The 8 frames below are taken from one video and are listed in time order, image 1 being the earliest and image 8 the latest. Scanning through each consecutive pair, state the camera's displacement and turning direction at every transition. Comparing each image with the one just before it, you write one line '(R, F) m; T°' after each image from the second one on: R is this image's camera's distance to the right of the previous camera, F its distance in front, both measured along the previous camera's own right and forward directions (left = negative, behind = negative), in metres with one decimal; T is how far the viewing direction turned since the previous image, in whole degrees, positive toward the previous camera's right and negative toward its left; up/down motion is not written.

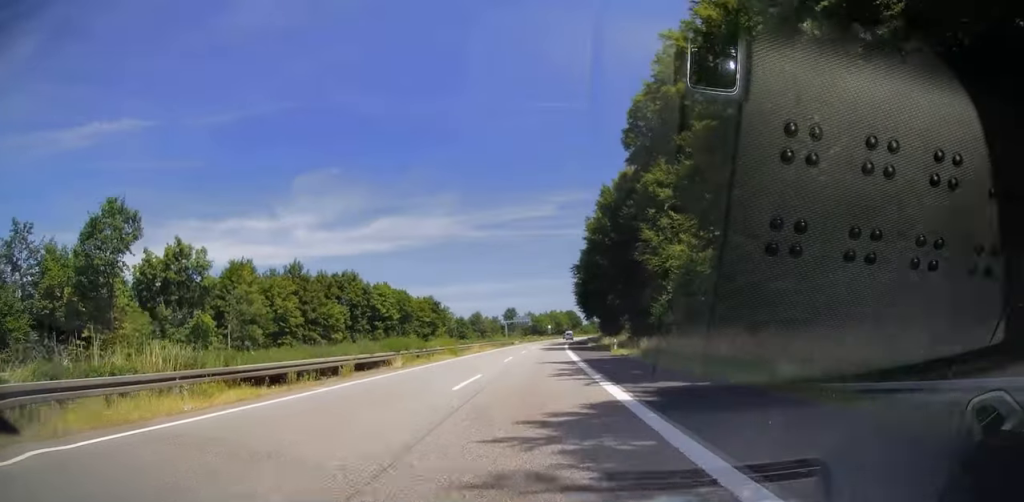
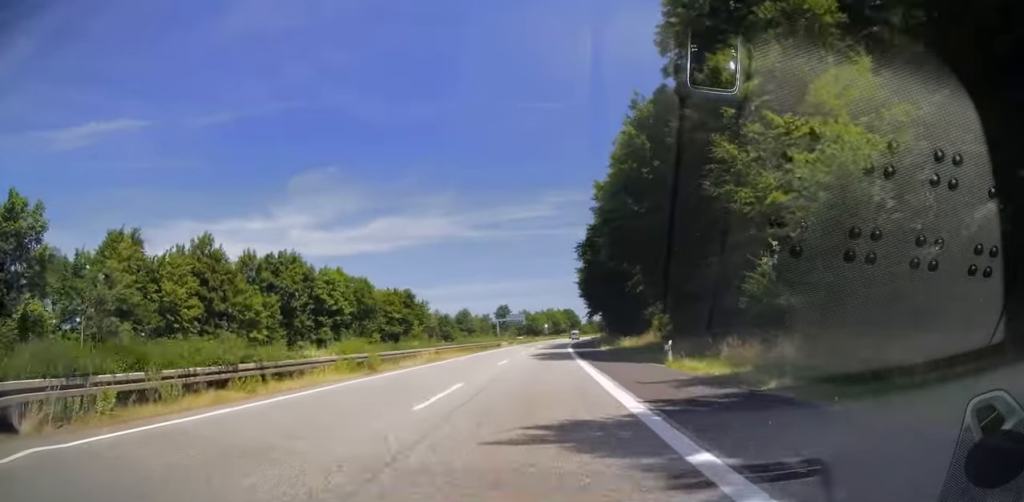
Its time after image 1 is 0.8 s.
(0.0, +22.7) m; +1°
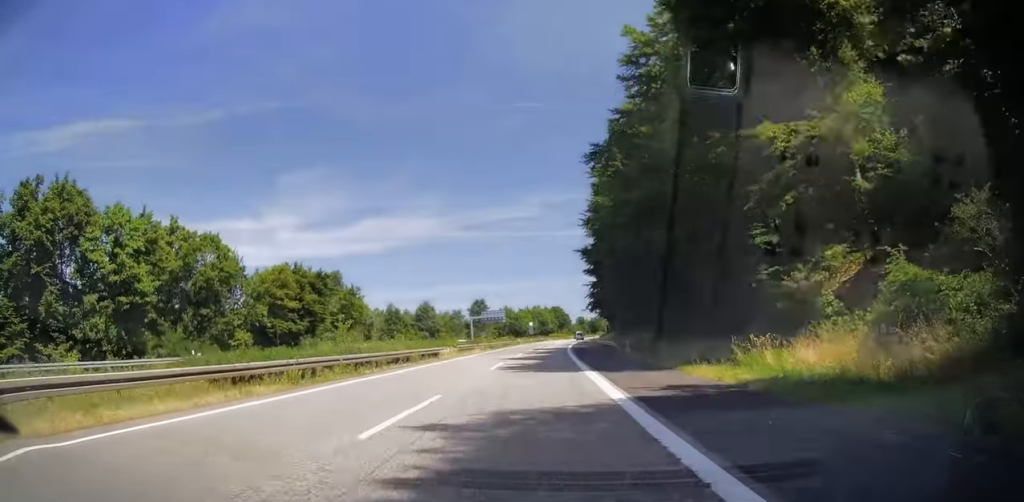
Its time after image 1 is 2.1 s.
(+0.5, +39.3) m; +1°
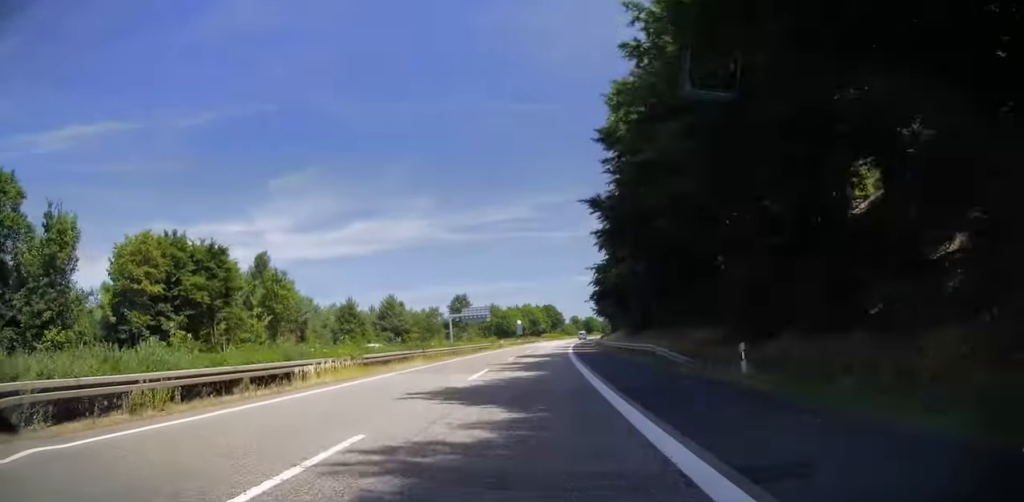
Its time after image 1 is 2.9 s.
(+0.1, +23.5) m; +1°
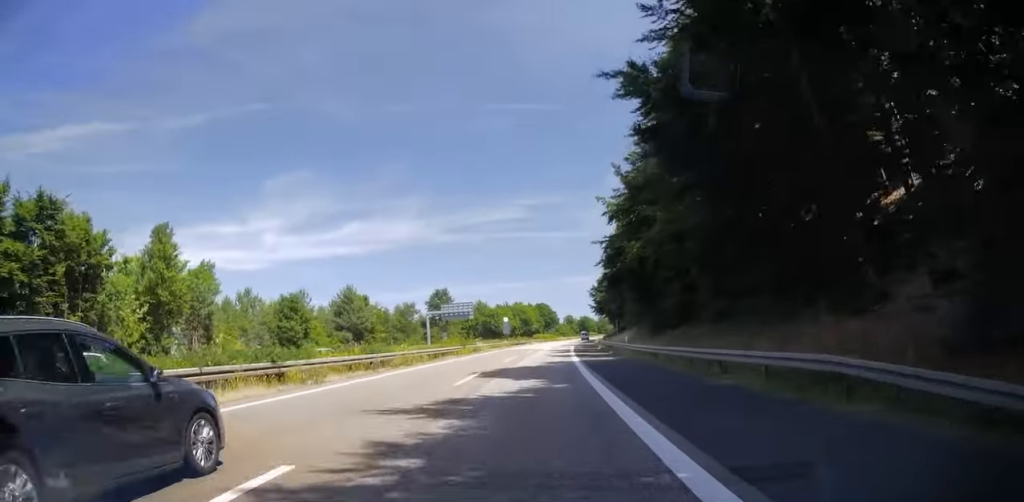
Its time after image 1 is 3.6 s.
(+0.2, +20.0) m; +1°
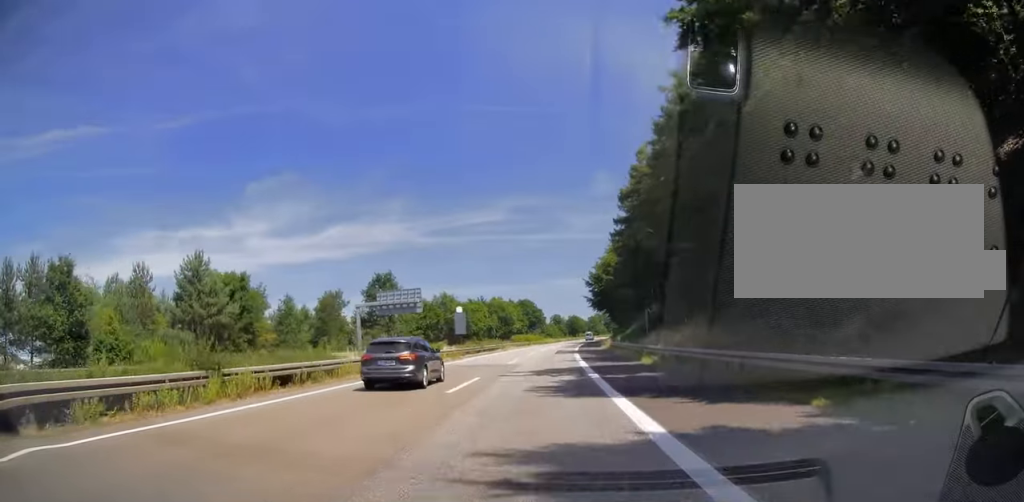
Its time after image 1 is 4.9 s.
(+0.6, +38.0) m; +2°
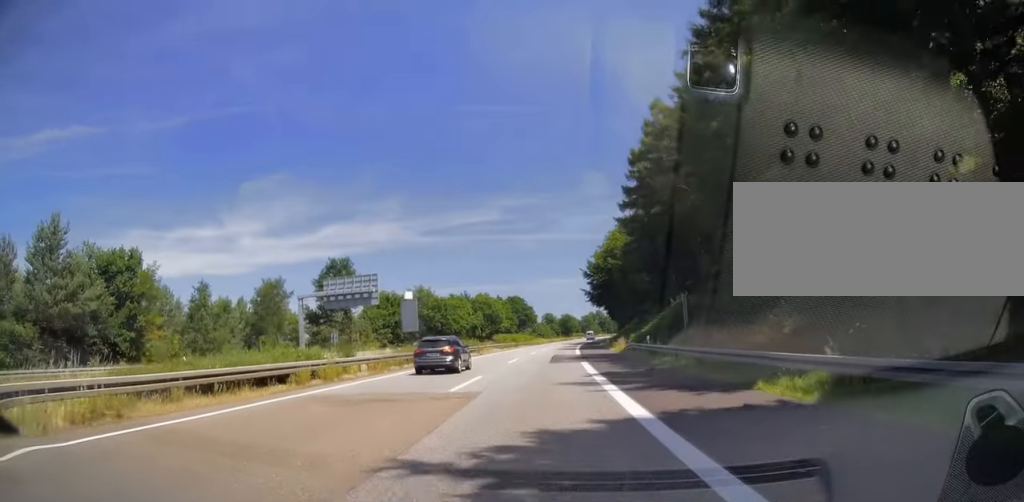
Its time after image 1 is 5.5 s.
(+0.4, +18.1) m; +1°
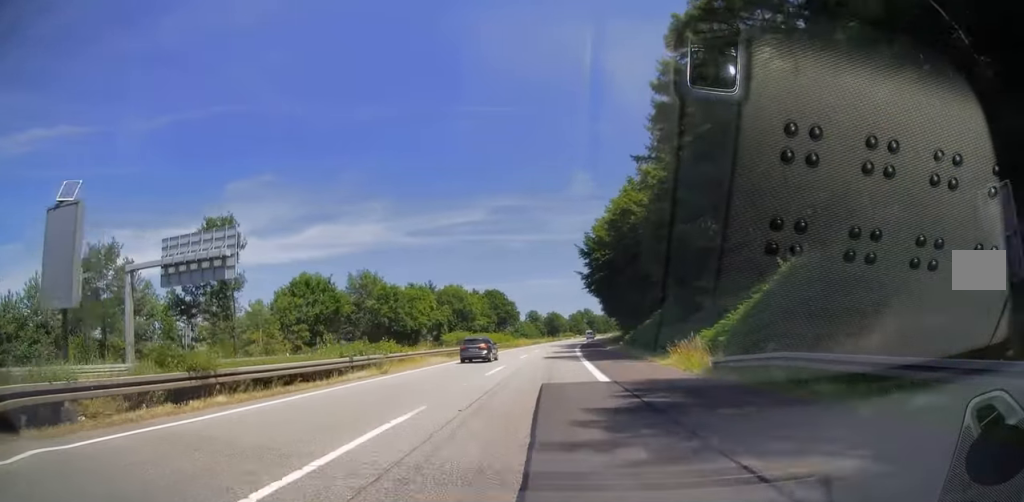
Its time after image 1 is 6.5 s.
(-0.2, +28.9) m; 0°
